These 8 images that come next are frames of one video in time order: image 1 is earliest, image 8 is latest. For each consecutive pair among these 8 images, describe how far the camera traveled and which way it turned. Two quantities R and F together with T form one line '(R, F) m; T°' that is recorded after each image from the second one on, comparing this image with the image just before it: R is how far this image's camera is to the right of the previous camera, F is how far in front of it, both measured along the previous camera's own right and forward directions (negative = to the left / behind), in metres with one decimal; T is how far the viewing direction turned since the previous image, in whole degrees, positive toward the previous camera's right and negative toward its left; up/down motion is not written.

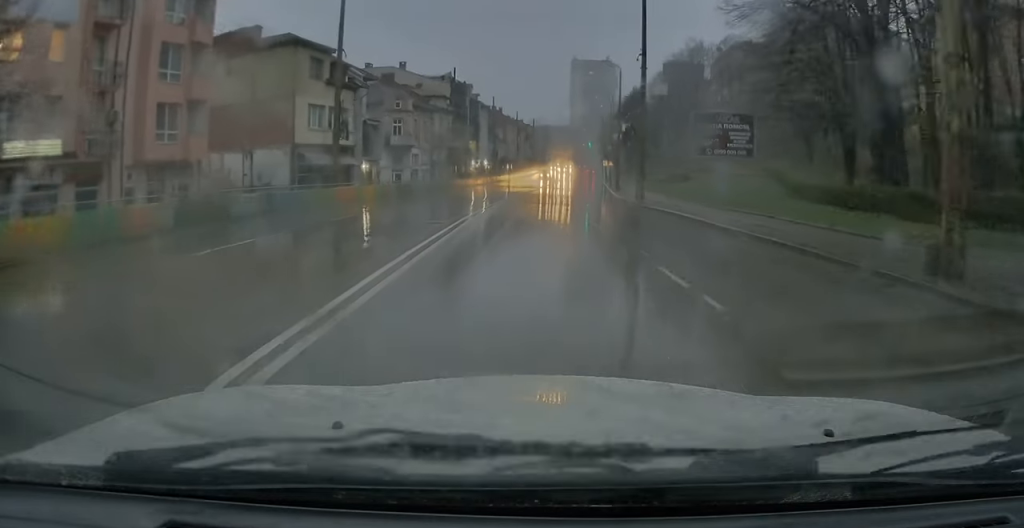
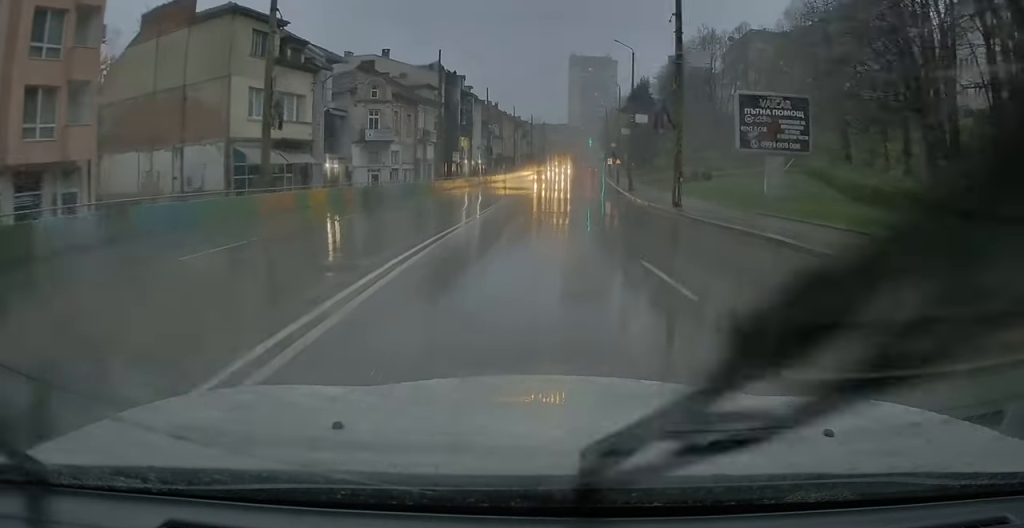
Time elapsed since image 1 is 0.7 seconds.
(+0.2, +9.2) m; +1°
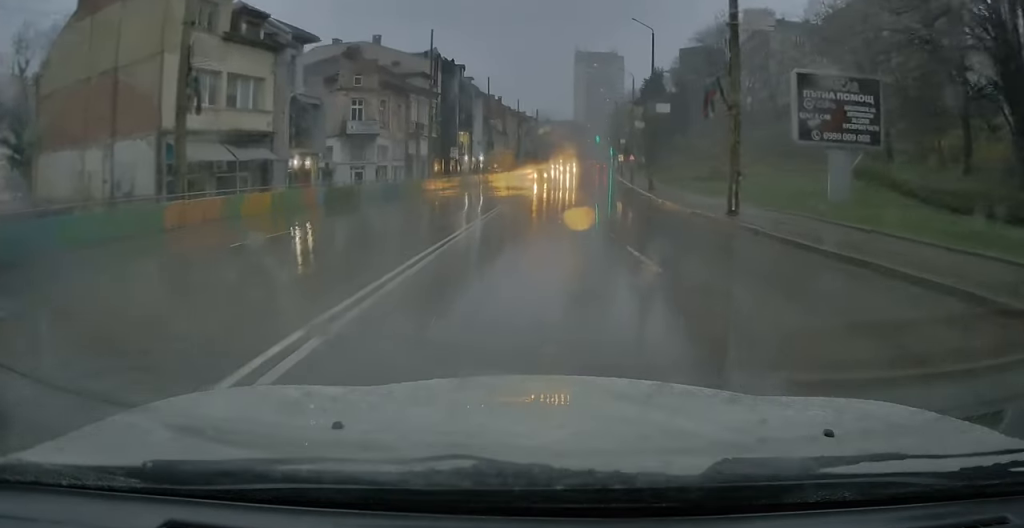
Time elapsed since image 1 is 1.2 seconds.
(0.0, +7.1) m; +1°
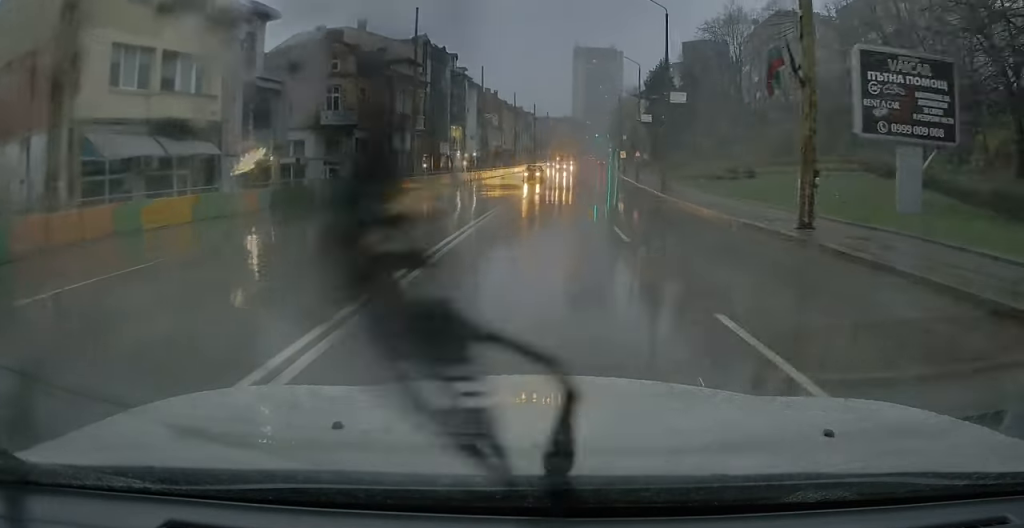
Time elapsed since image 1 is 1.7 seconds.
(0.0, +5.9) m; +1°
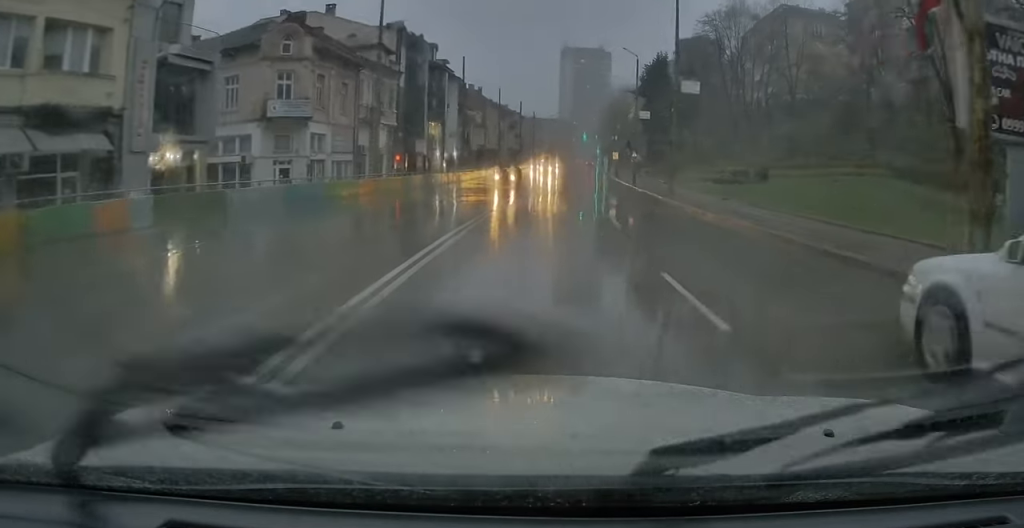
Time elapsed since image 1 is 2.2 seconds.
(0.0, +6.8) m; +1°
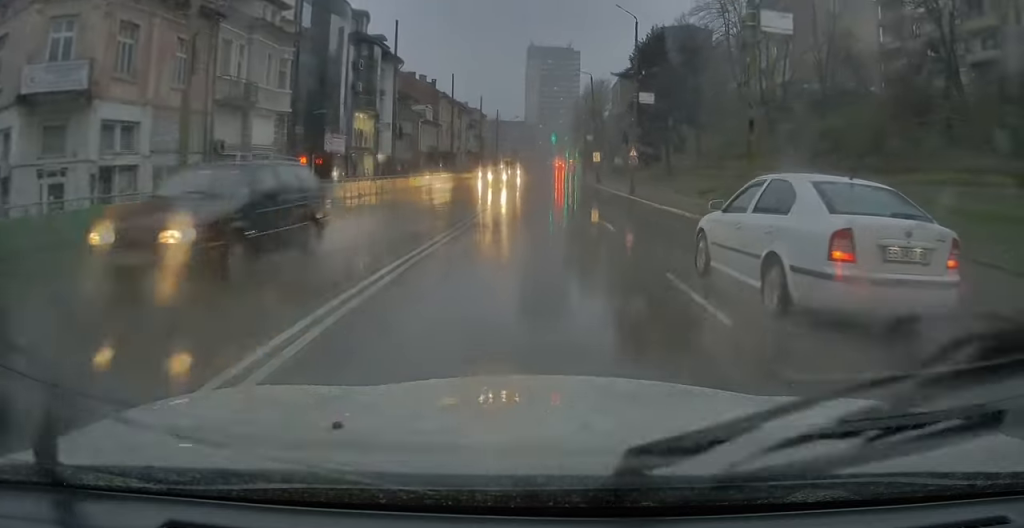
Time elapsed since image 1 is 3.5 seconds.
(+0.4, +17.7) m; +1°
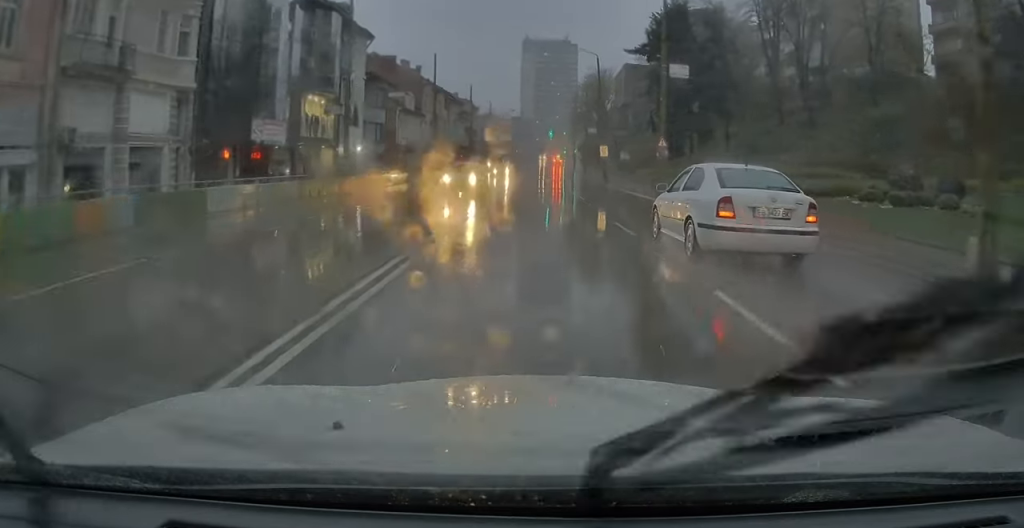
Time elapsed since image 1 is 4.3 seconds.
(0.0, +10.9) m; 0°
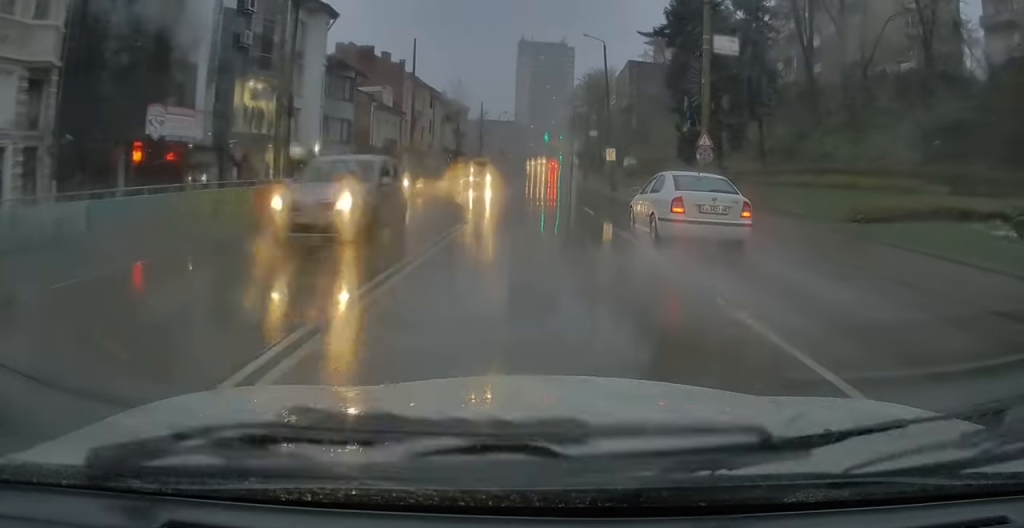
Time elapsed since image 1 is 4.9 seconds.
(+0.1, +9.1) m; 0°
